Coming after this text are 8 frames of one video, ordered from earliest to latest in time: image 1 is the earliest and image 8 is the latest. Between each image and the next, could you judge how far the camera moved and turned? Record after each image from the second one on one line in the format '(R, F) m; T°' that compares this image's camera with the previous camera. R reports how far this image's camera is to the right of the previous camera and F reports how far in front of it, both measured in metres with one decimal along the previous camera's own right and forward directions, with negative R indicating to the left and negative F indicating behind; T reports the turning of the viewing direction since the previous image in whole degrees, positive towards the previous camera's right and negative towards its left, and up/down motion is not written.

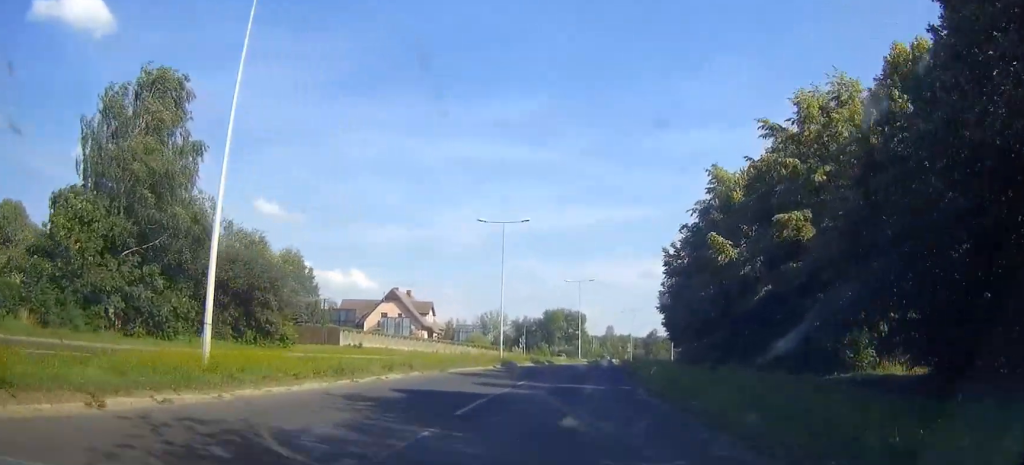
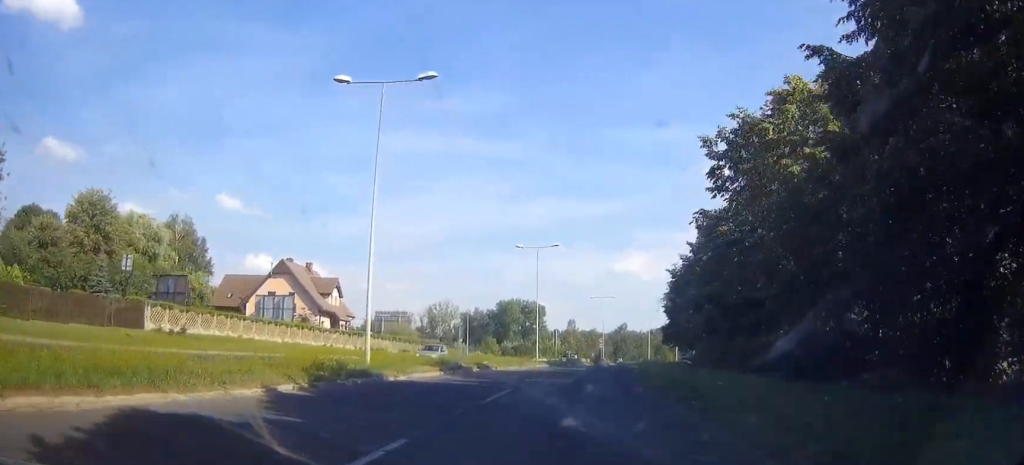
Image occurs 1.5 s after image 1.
(+1.0, +32.2) m; +4°
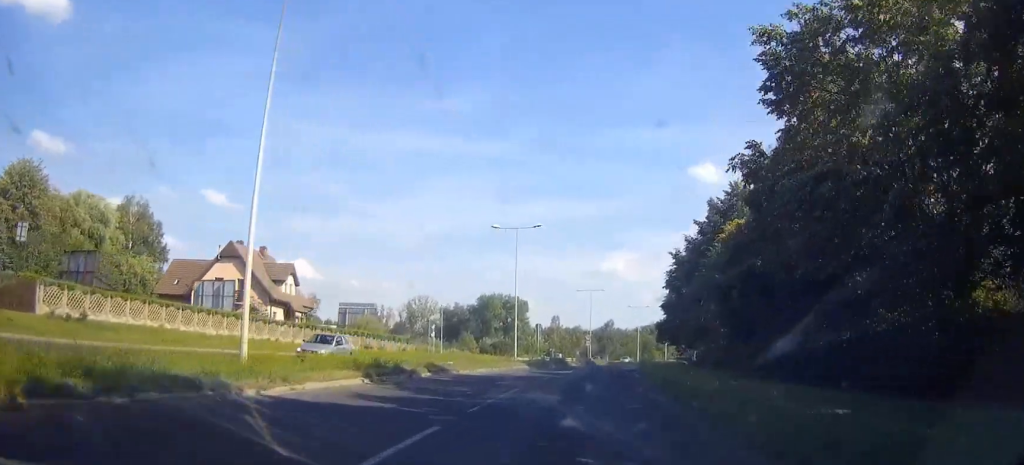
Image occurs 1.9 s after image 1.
(+0.1, +10.2) m; +1°
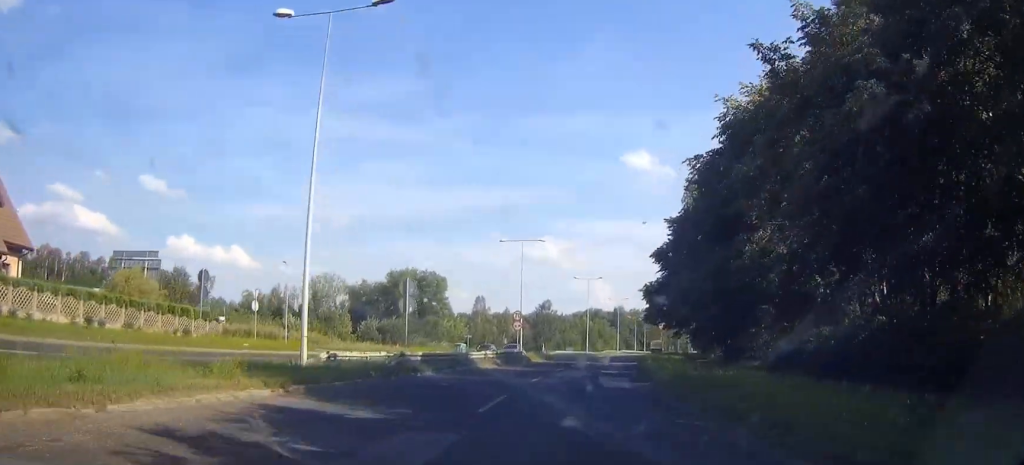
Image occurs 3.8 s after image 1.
(+1.5, +39.9) m; +4°
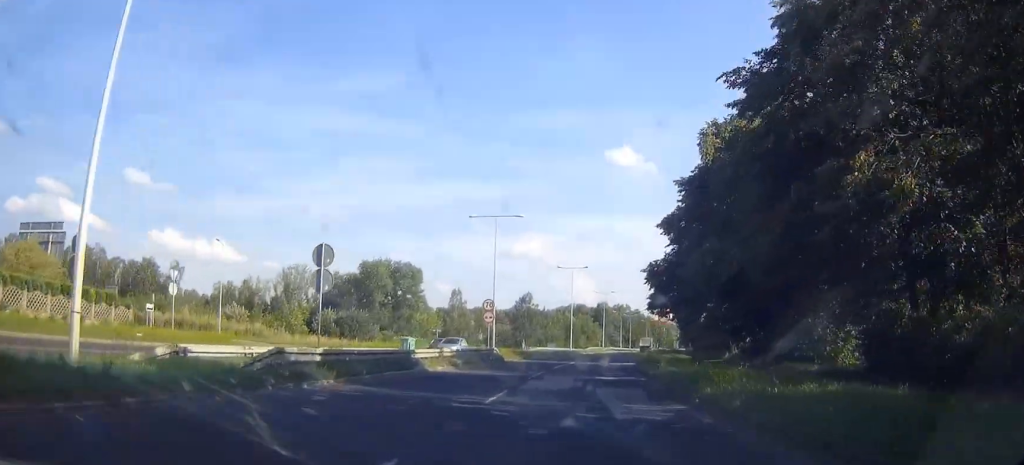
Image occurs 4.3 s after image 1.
(+0.2, +10.3) m; +1°
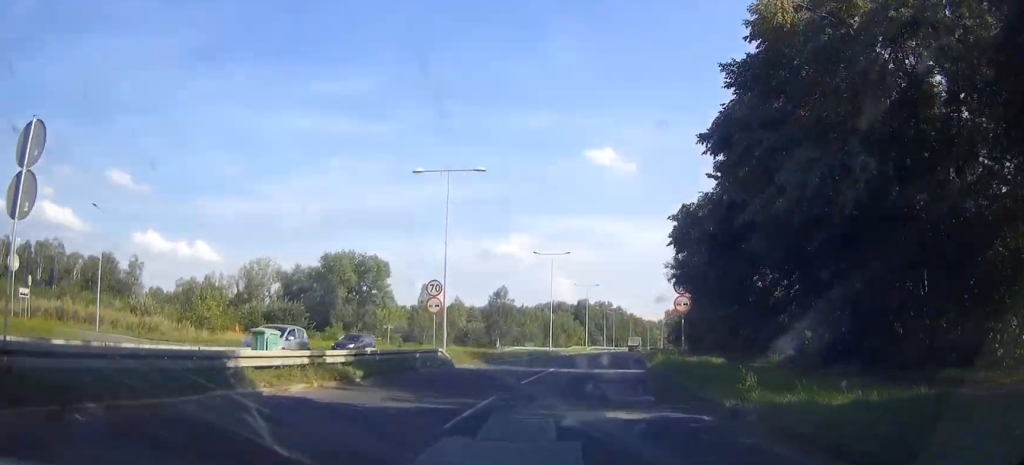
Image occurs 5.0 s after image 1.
(+0.2, +14.2) m; +2°
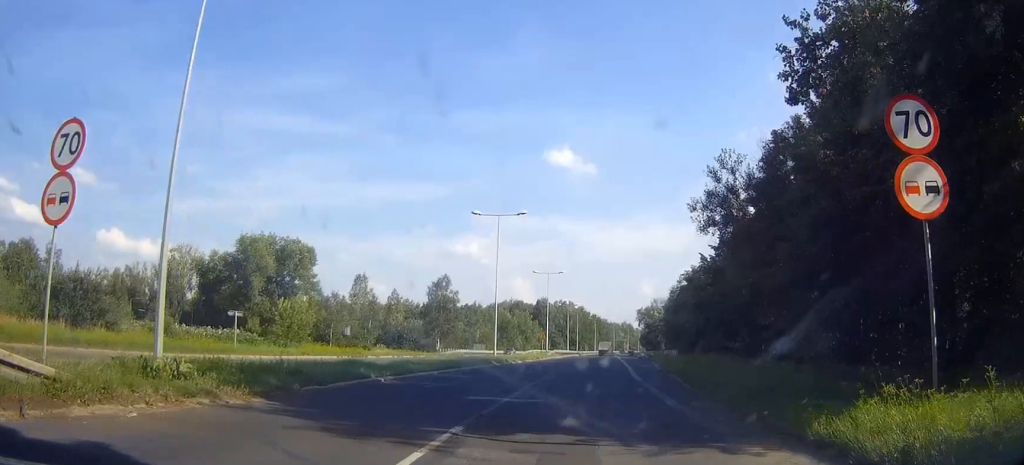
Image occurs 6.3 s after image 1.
(+0.7, +25.4) m; +3°
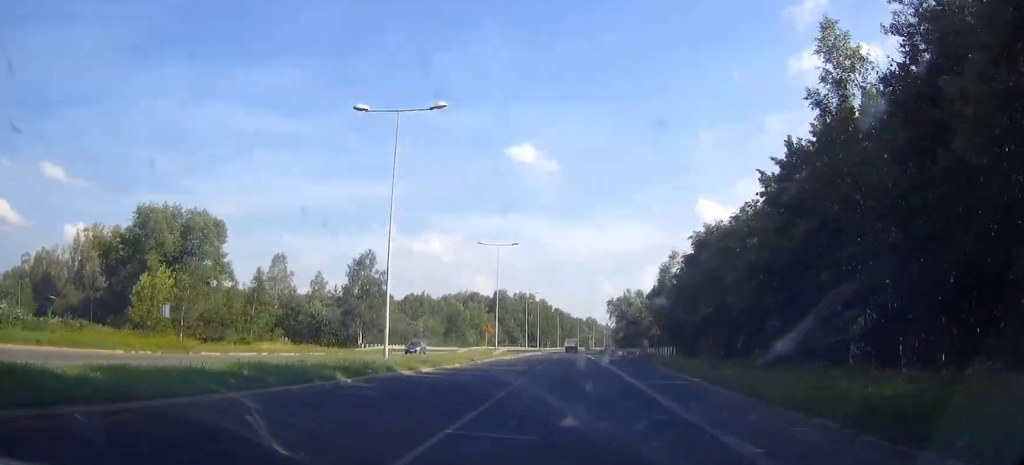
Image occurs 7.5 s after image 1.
(+0.4, +26.3) m; +2°
